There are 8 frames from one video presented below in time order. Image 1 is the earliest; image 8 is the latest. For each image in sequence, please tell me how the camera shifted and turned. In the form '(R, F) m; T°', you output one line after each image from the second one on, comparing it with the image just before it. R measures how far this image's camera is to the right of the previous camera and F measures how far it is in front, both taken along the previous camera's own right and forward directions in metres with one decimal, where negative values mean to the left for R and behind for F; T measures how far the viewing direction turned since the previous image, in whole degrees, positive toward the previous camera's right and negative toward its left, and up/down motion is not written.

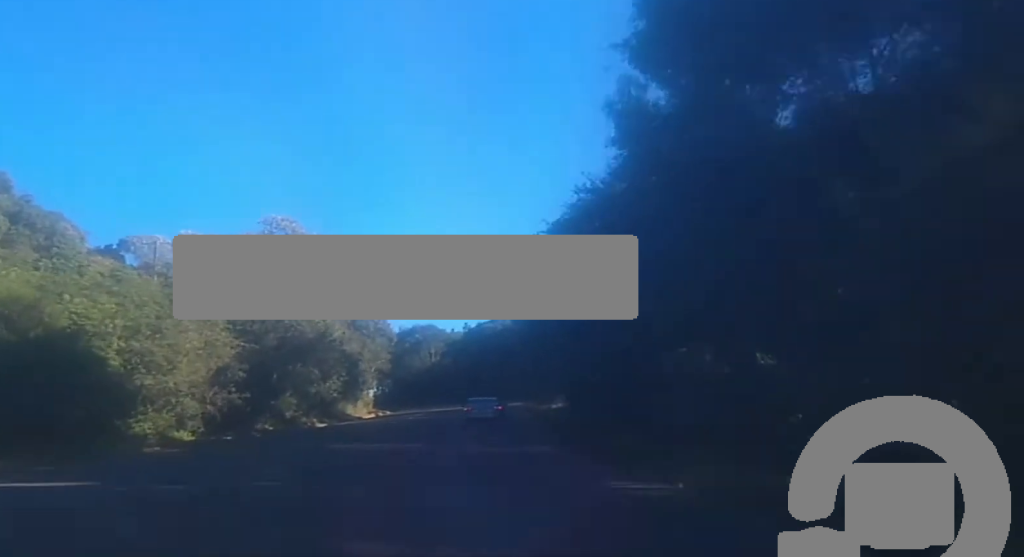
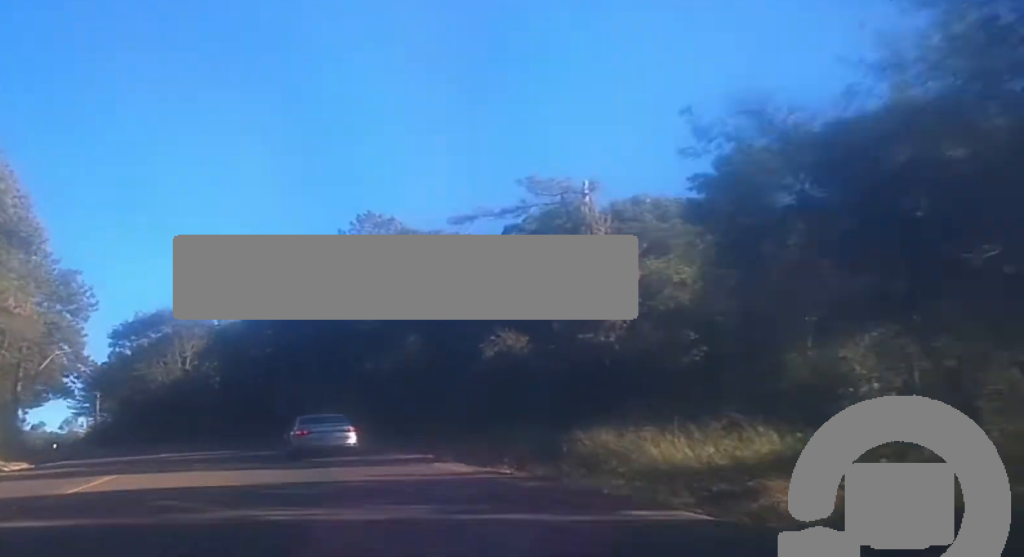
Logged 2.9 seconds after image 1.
(+9.8, +74.9) m; +12°
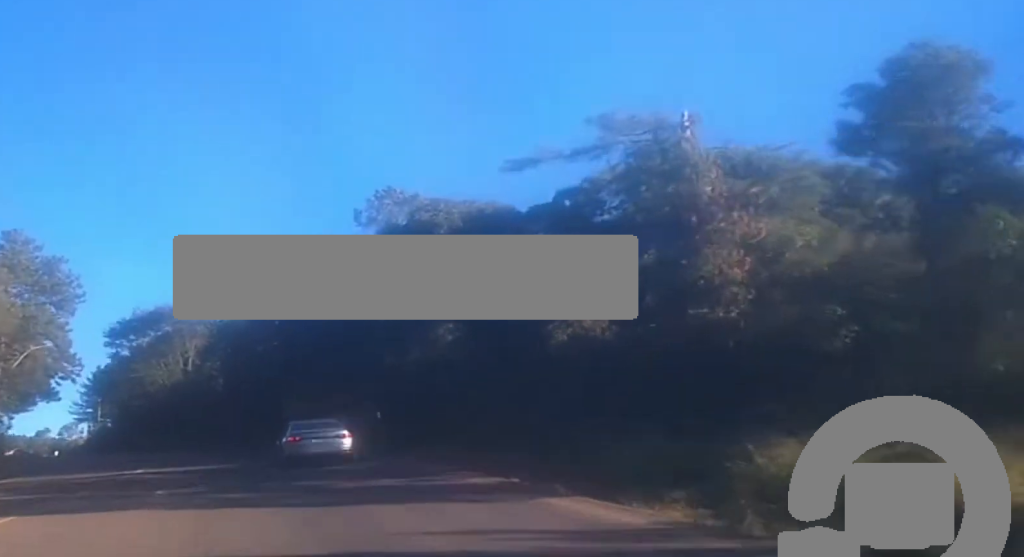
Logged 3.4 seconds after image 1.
(0.0, +10.6) m; -1°
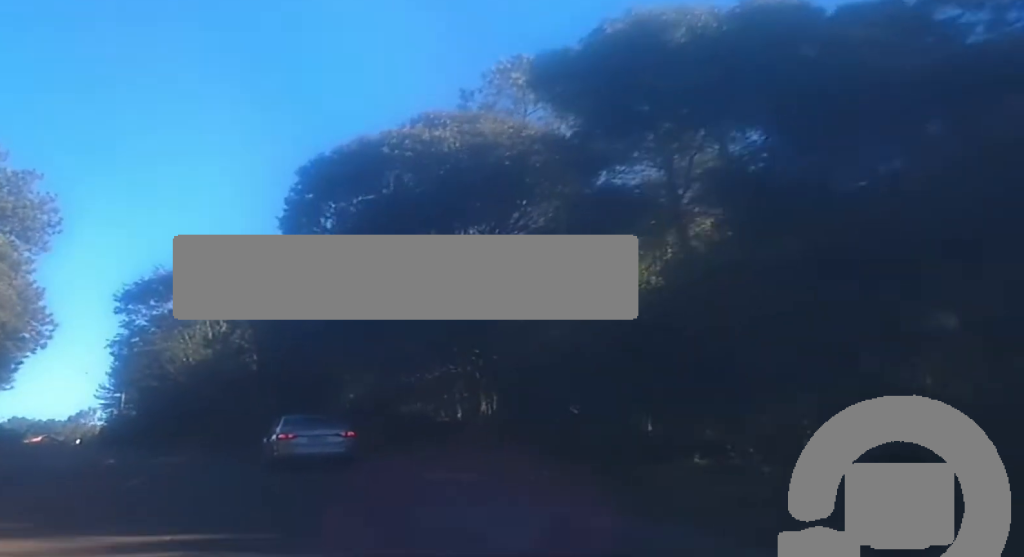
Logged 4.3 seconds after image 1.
(-0.3, +23.4) m; -2°
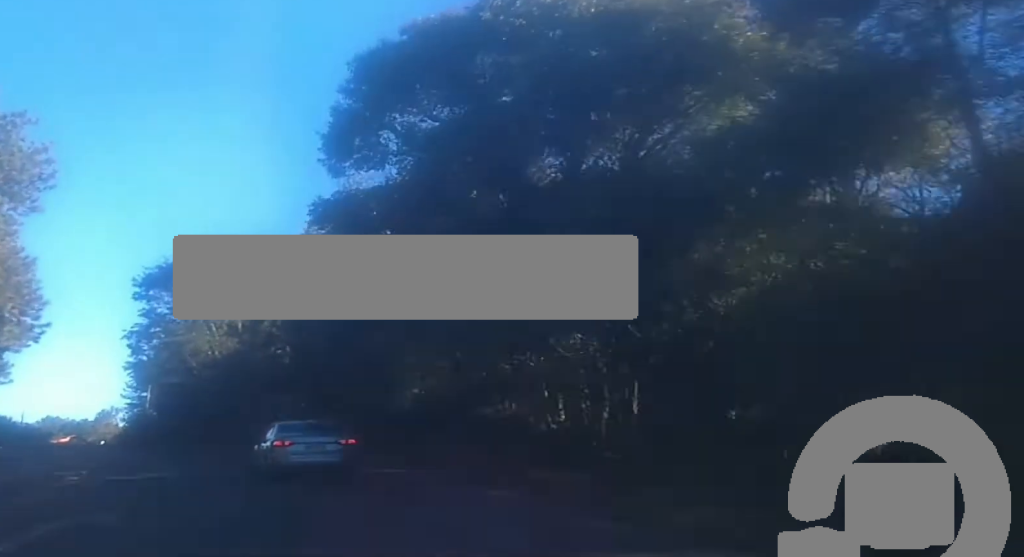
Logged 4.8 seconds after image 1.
(-0.3, +11.1) m; -1°
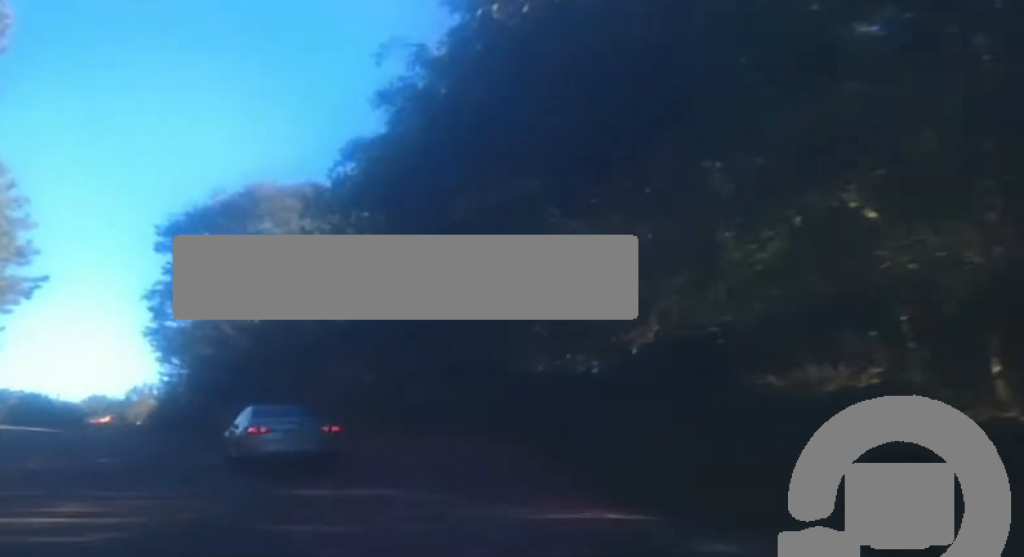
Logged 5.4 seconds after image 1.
(0.0, +14.5) m; -3°
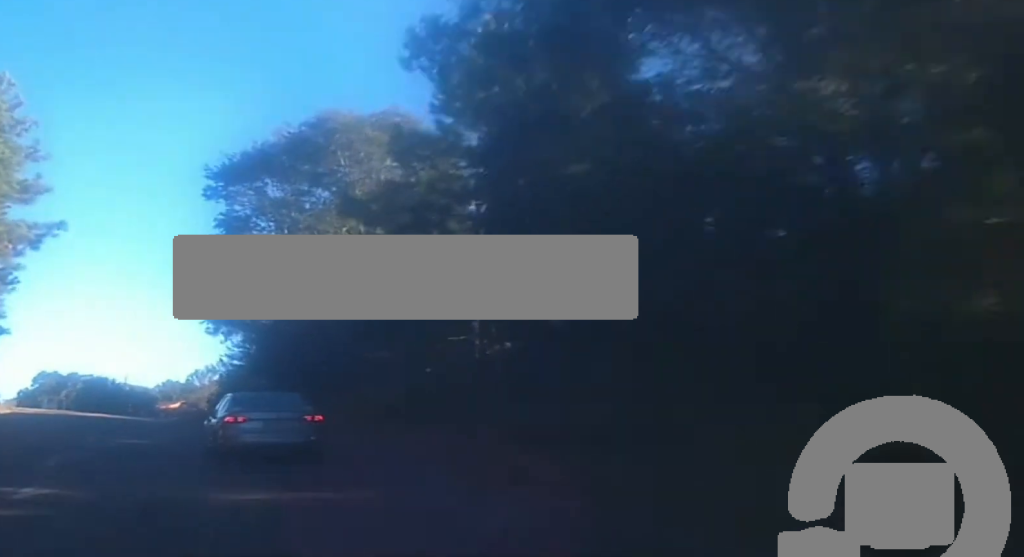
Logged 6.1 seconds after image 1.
(0.0, +14.8) m; -4°
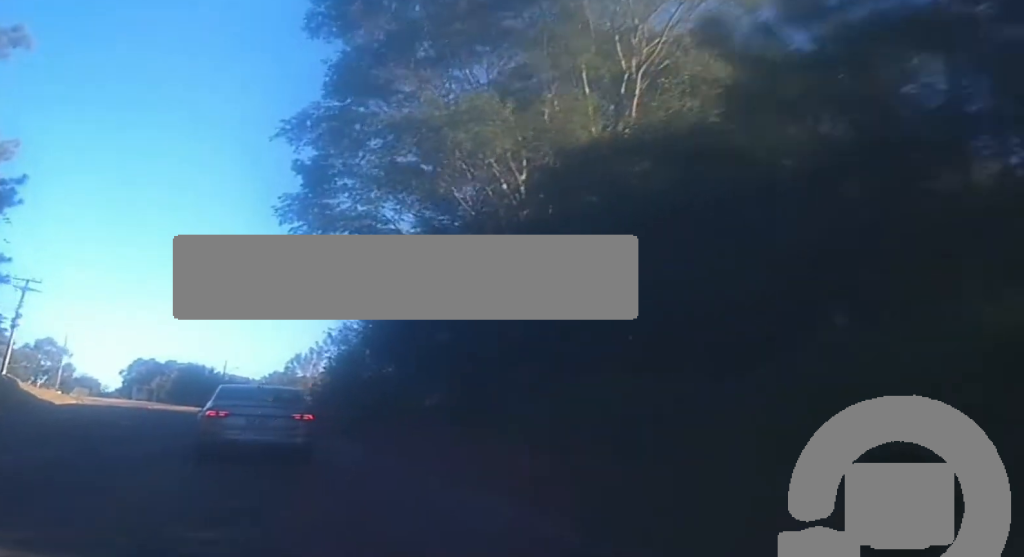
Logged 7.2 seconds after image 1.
(-1.9, +22.5) m; -6°
